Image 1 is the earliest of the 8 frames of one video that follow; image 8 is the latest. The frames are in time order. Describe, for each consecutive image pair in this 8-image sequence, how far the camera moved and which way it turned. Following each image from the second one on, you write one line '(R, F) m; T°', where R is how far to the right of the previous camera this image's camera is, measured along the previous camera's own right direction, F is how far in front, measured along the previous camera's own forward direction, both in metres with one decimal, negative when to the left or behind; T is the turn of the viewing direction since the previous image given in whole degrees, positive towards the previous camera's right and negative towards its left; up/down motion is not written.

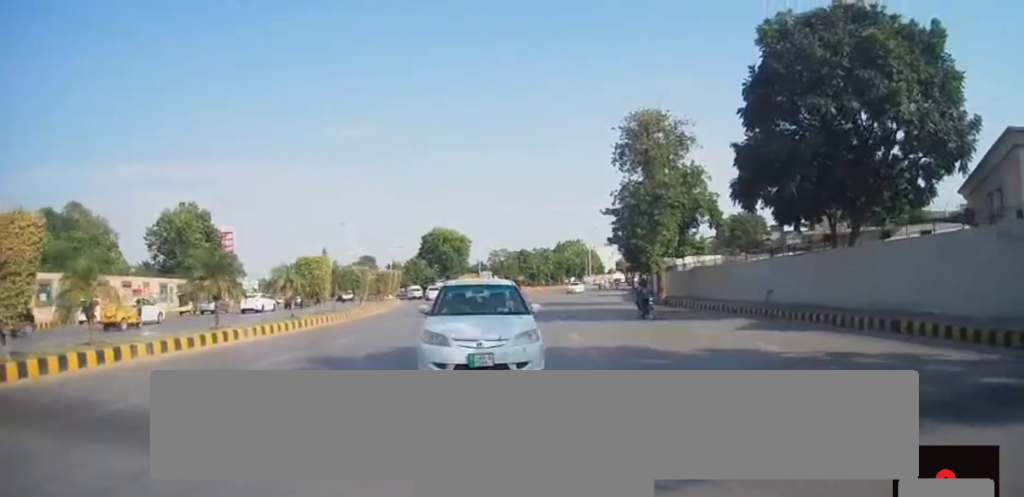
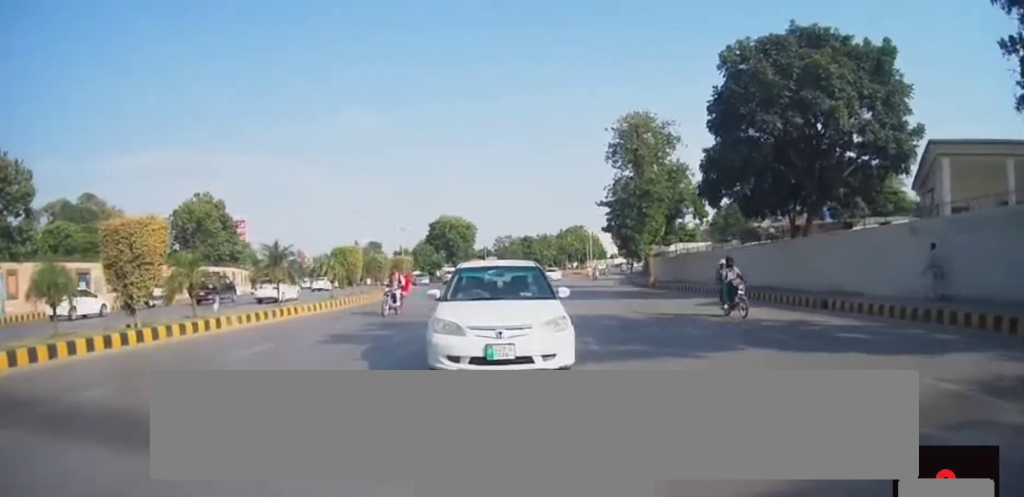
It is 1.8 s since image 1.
(+0.5, +5.4) m; +2°
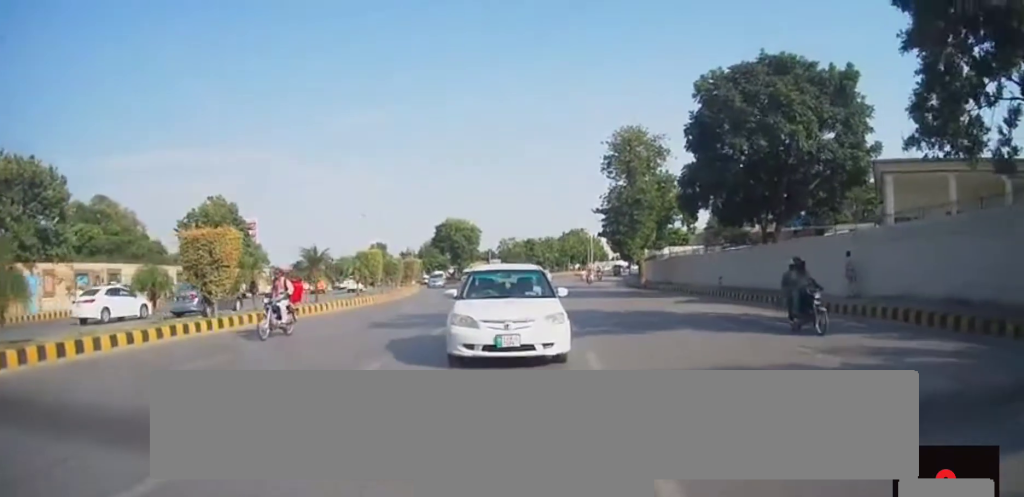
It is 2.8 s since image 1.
(-0.1, +5.2) m; -2°
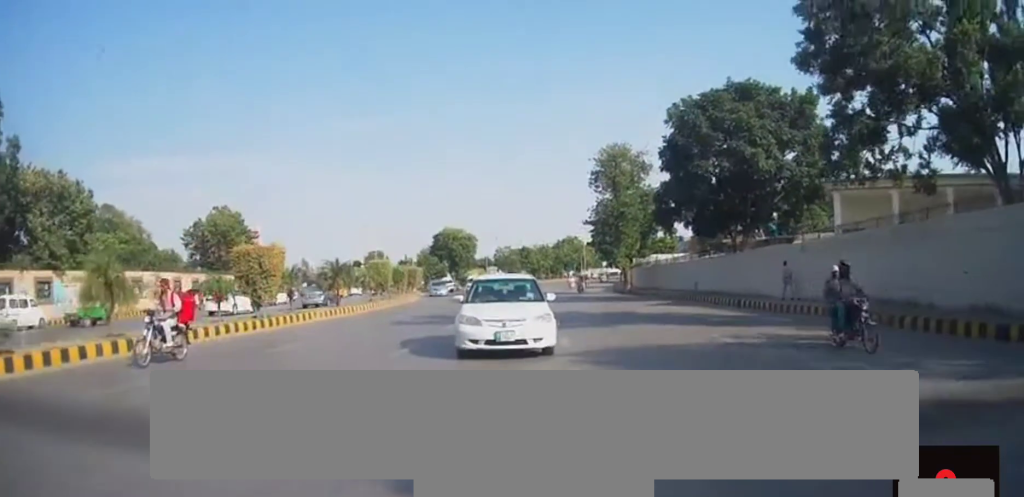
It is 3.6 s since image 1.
(0.0, +4.4) m; +2°
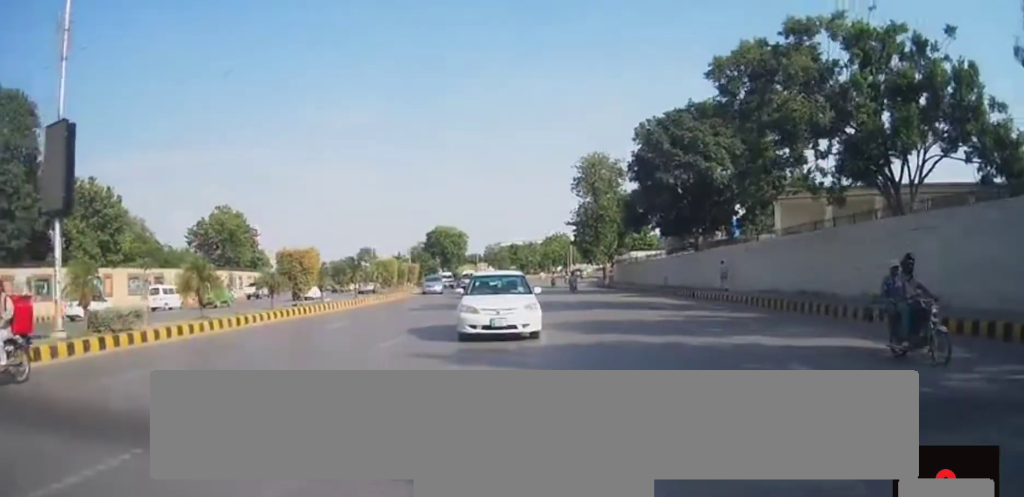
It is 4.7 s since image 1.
(+0.2, +6.1) m; 0°
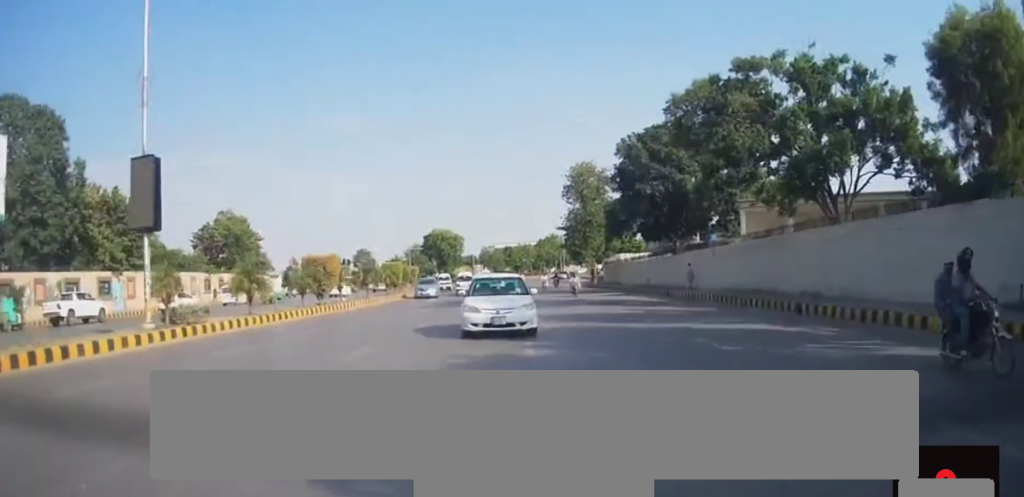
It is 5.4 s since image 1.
(-0.1, +4.8) m; +1°
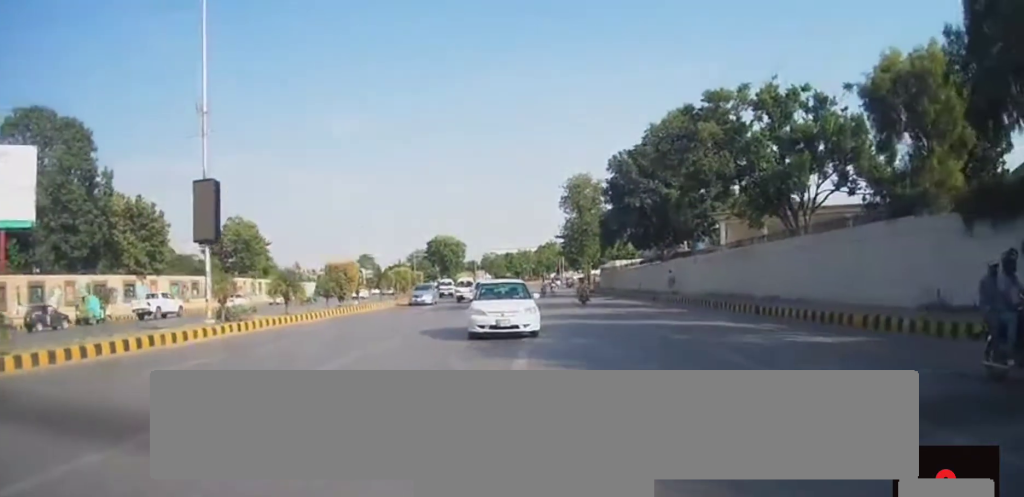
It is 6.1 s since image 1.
(-0.2, +4.2) m; +1°
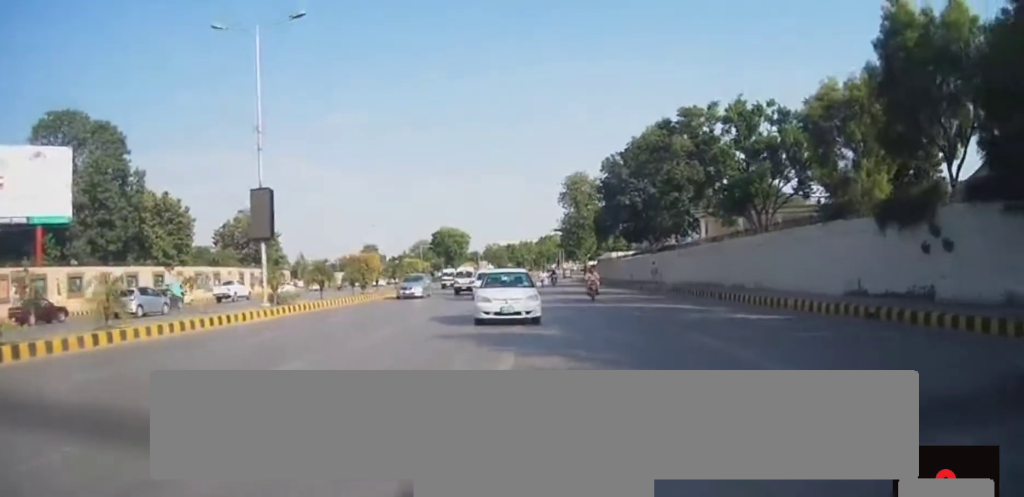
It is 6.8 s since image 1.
(+0.5, +5.3) m; 0°
